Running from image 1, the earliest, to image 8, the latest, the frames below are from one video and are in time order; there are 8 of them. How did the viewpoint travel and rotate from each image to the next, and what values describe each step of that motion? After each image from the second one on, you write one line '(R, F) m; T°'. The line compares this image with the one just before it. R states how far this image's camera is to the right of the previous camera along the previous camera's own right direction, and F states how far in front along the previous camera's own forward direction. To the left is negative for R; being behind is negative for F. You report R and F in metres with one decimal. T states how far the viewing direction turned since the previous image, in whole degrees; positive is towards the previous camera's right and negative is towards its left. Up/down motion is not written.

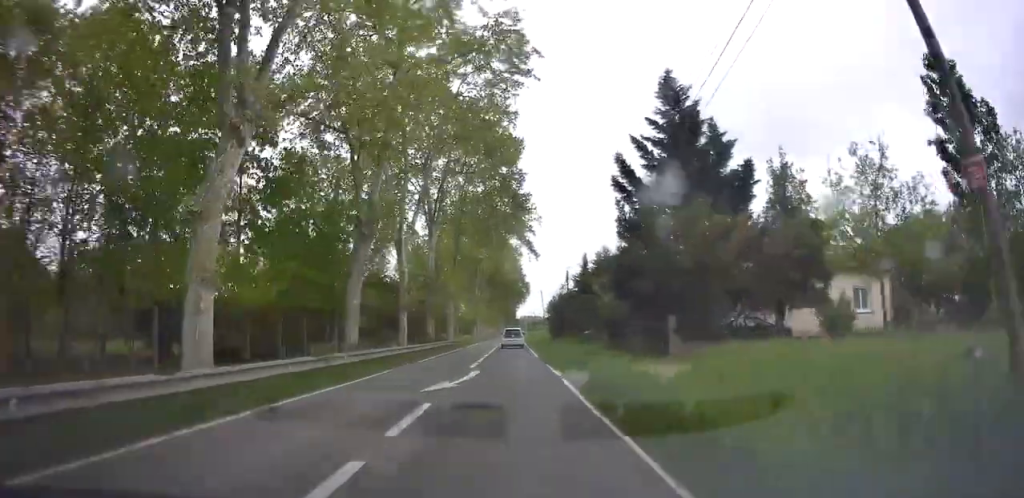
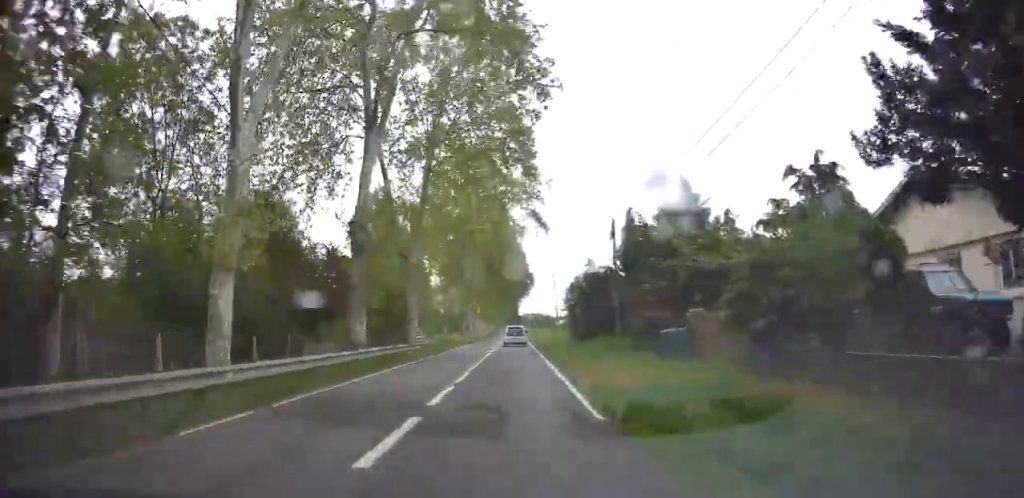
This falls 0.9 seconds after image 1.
(+0.2, +19.3) m; 0°
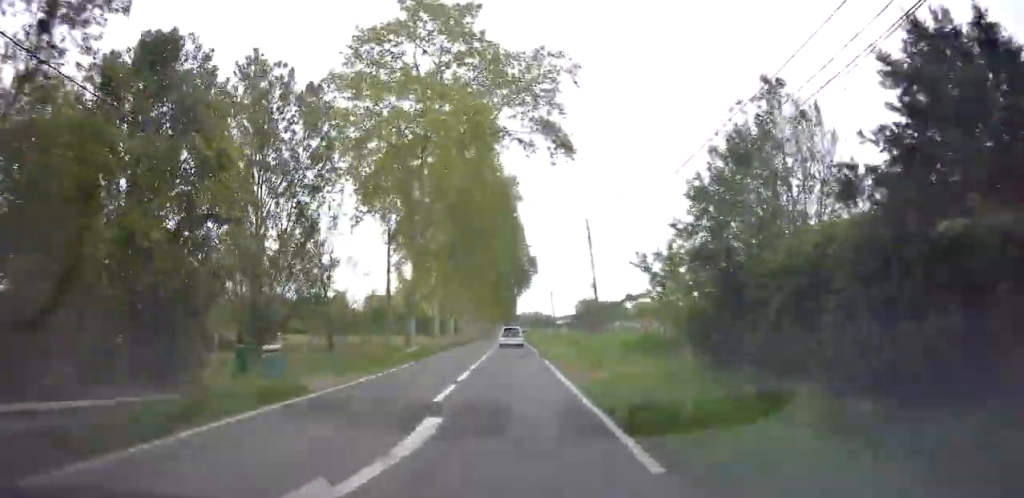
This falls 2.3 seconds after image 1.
(-0.5, +29.2) m; -1°
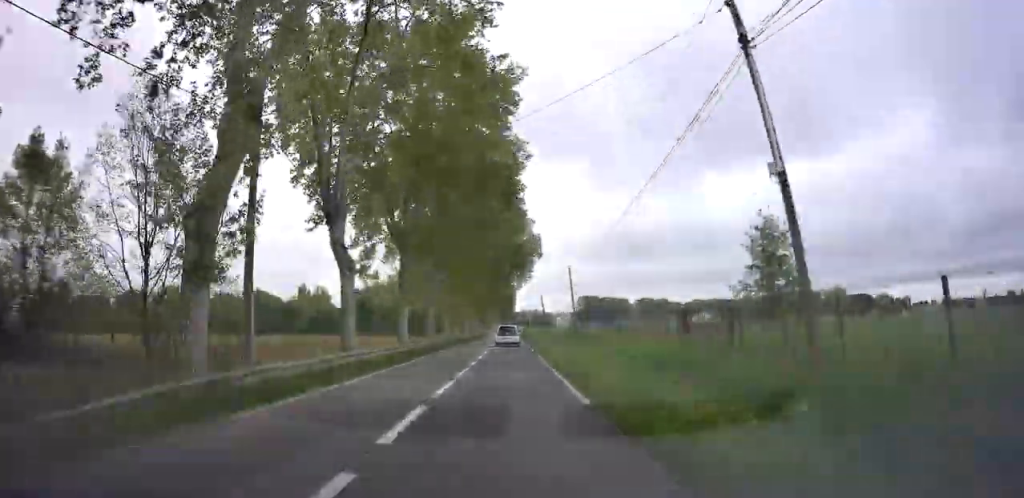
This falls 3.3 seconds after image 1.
(0.0, +21.4) m; 0°
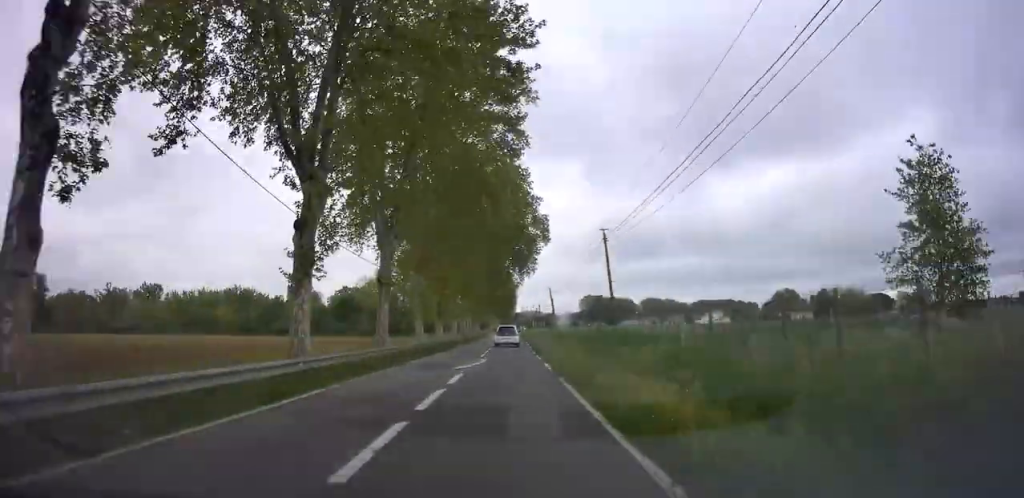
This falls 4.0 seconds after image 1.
(0.0, +15.0) m; 0°
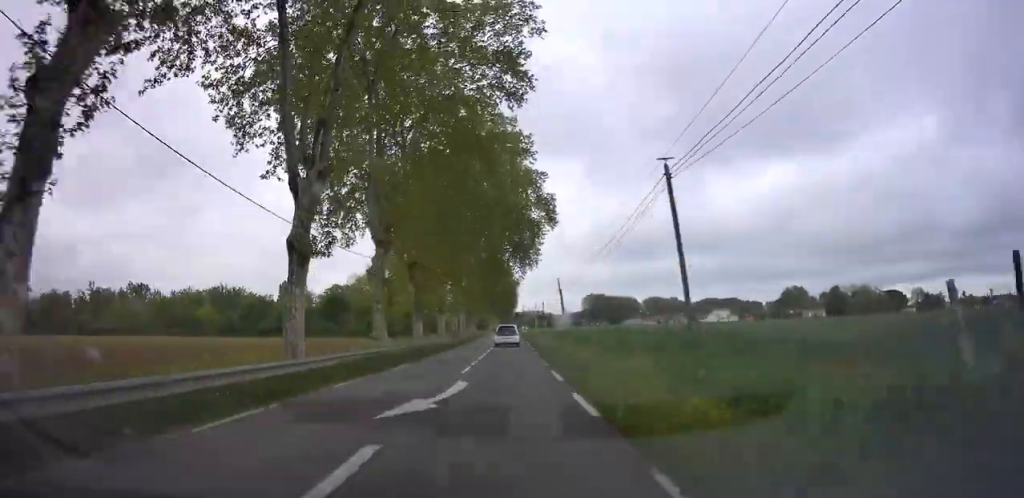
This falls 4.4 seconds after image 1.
(0.0, +10.0) m; 0°
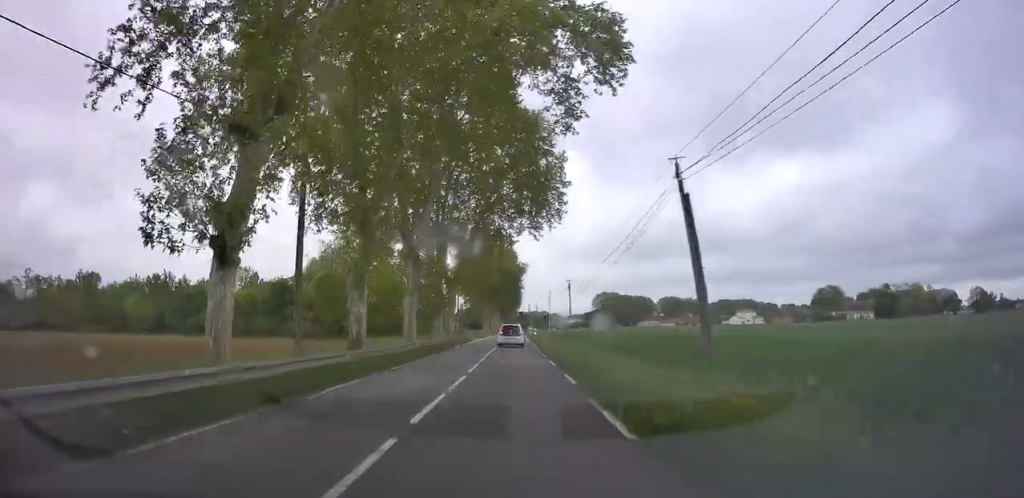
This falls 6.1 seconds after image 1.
(0.0, +34.7) m; -1°
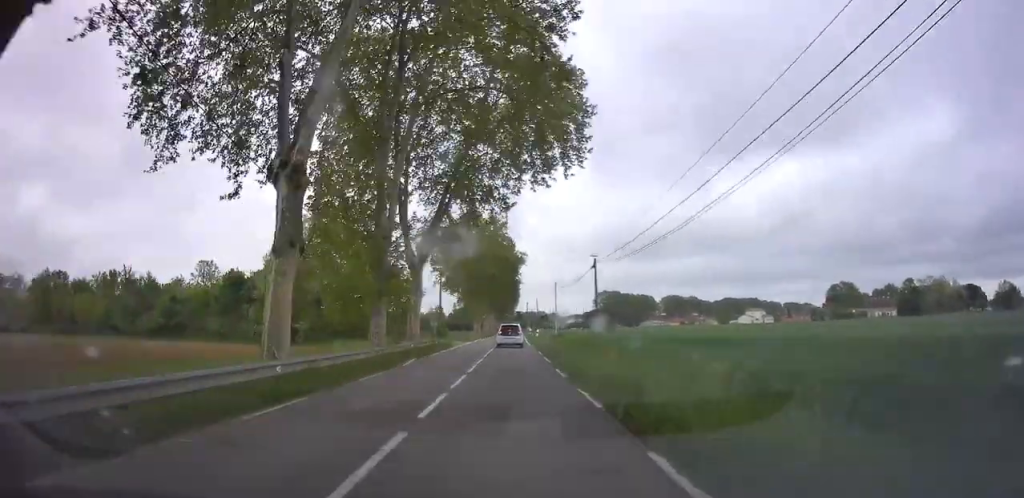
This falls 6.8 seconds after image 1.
(0.0, +16.2) m; -1°
